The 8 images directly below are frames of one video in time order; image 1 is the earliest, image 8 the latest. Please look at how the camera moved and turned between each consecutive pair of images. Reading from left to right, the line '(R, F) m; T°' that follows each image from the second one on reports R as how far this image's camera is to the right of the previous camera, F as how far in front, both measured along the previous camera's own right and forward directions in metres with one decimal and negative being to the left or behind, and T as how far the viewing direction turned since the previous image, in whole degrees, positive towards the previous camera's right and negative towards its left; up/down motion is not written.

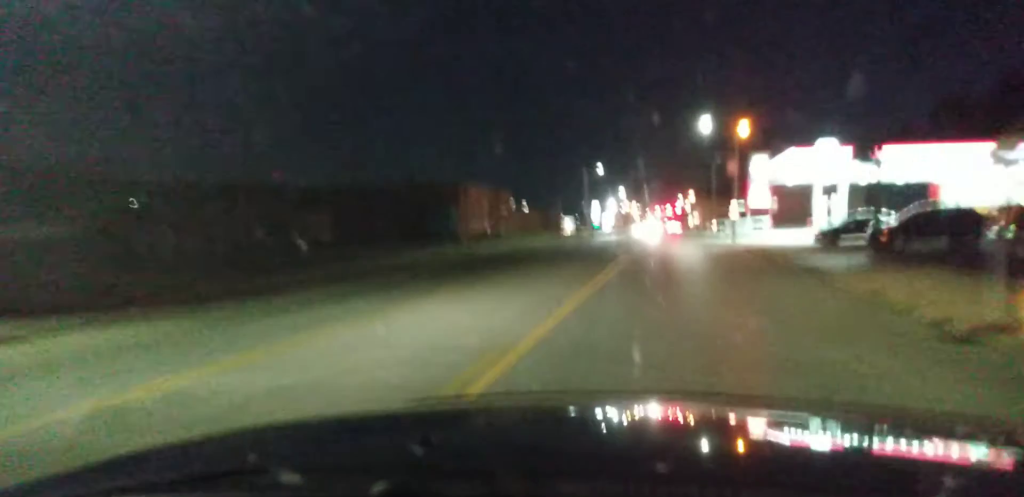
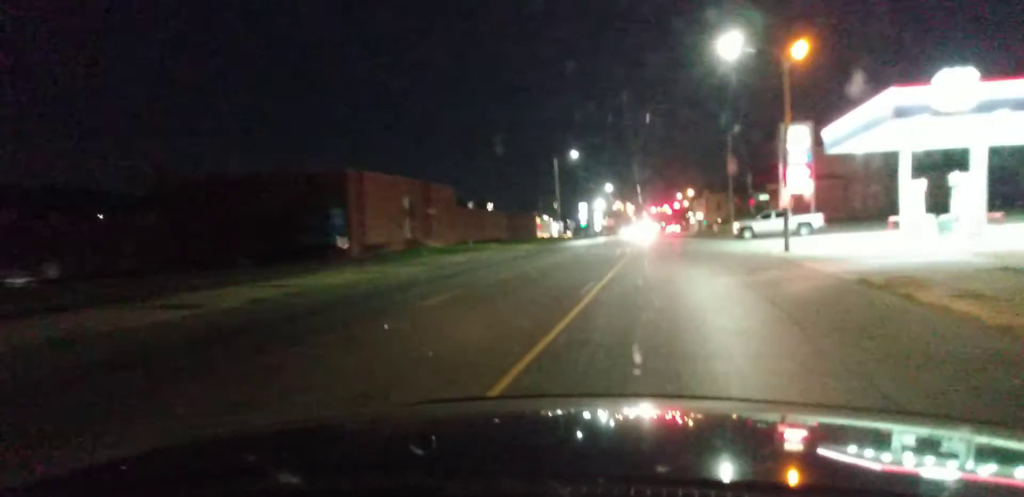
(-0.2, +28.1) m; -1°
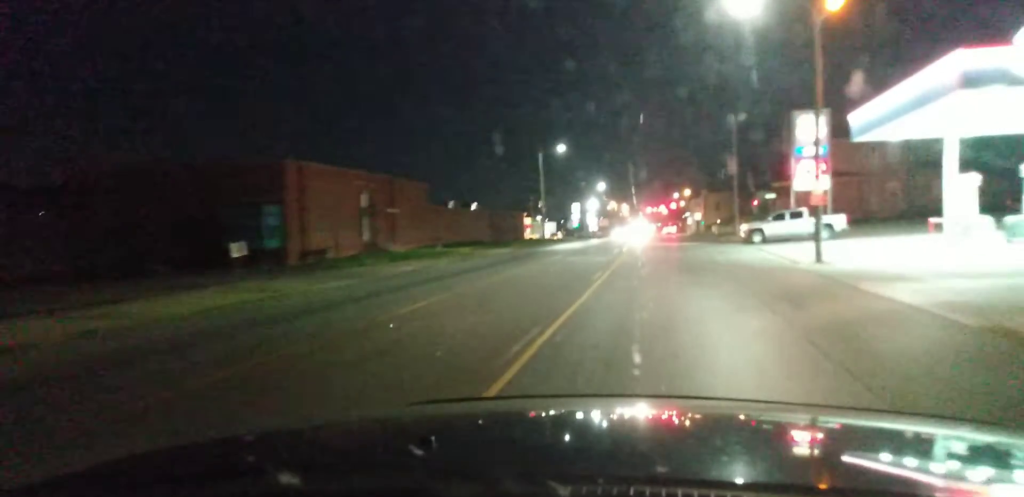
(0.0, +7.8) m; -1°
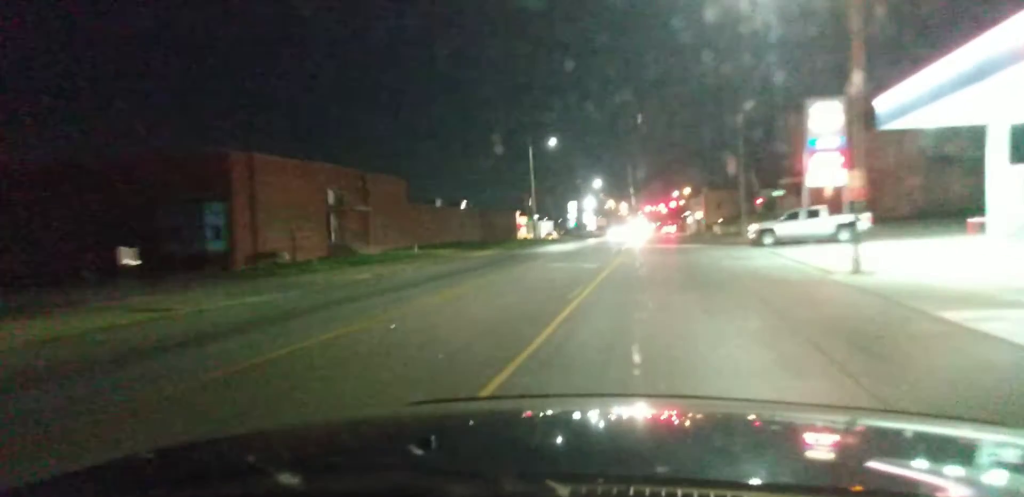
(+0.1, +5.7) m; 0°
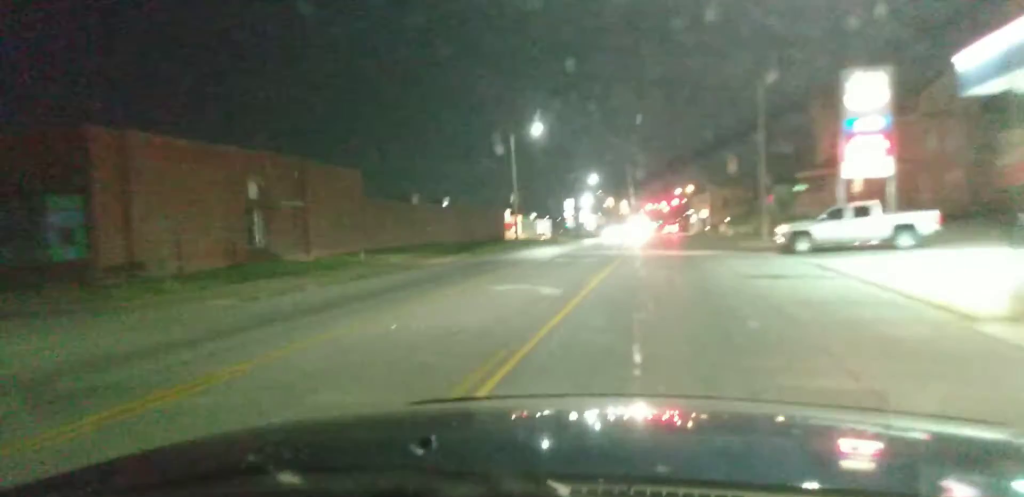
(-0.2, +9.2) m; 0°
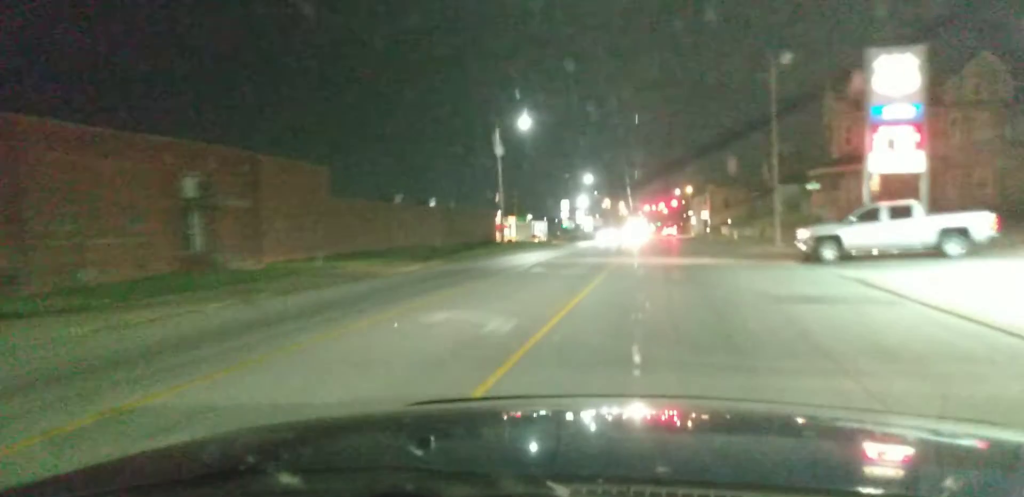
(-0.1, +5.6) m; 0°
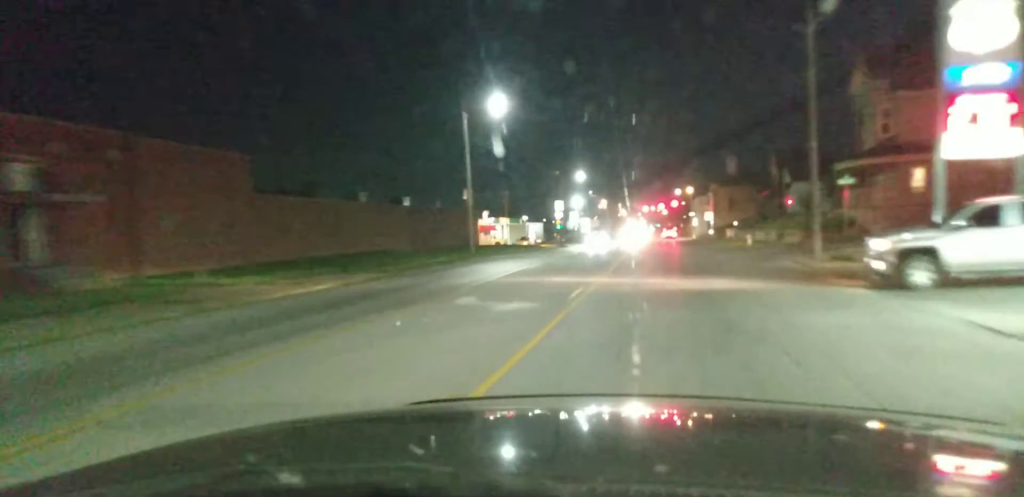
(+0.2, +9.7) m; +2°
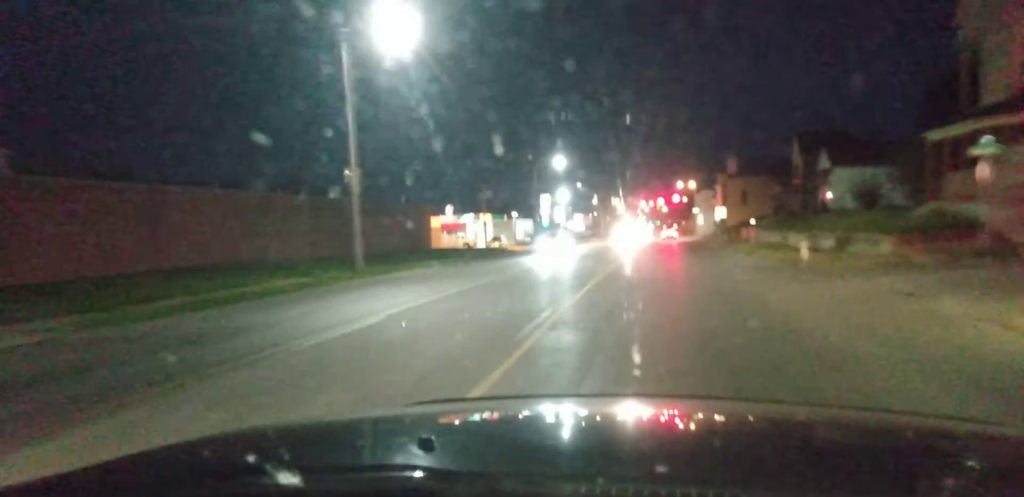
(+0.5, +17.8) m; +2°
